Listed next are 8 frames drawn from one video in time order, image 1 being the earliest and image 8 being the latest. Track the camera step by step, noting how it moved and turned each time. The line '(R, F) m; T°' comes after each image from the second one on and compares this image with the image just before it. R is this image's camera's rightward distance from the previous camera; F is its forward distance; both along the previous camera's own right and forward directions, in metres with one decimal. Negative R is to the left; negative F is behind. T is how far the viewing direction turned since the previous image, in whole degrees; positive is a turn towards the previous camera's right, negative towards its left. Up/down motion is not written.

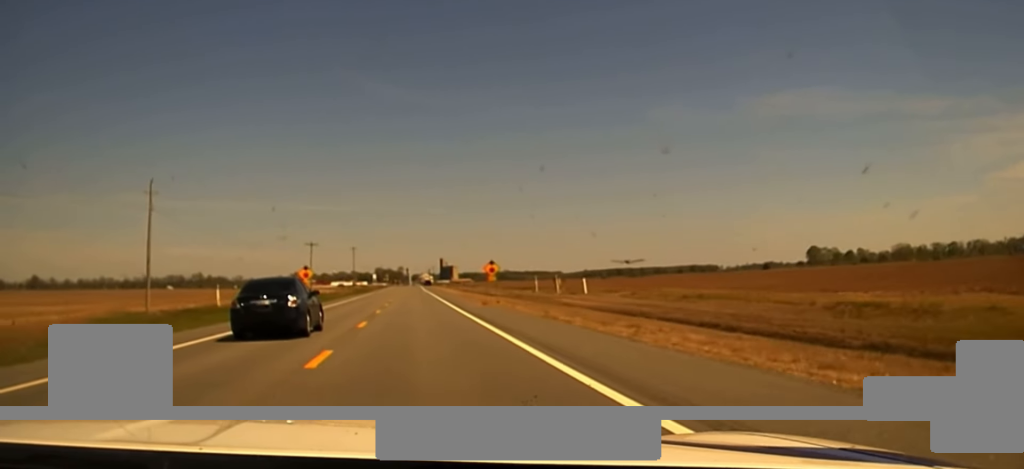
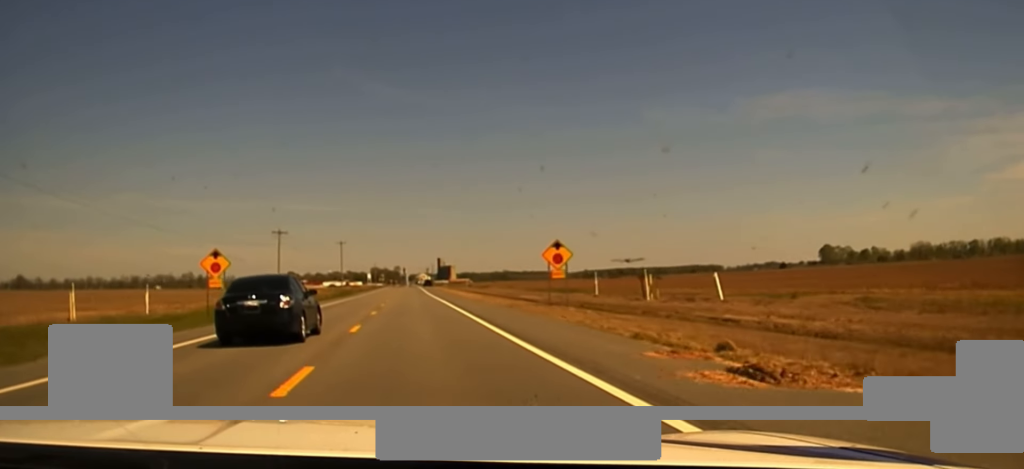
(+0.3, +39.0) m; 0°
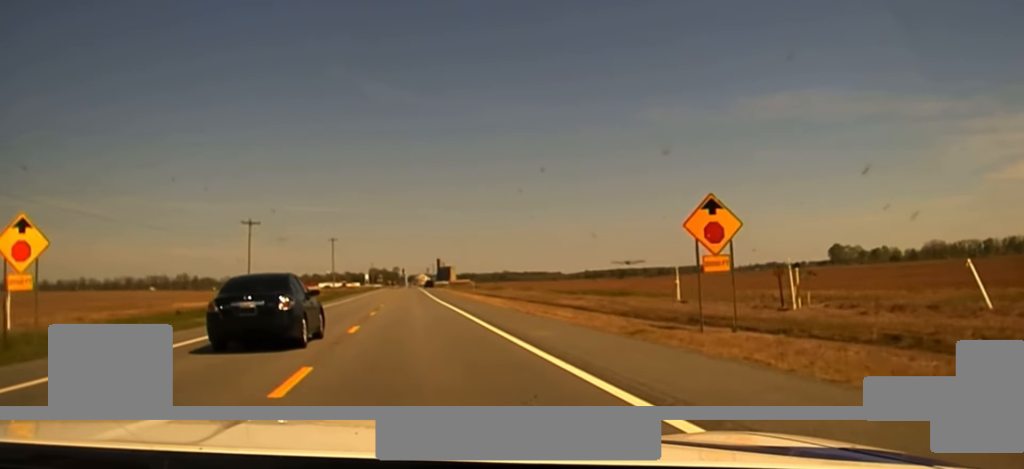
(+0.1, +23.7) m; 0°
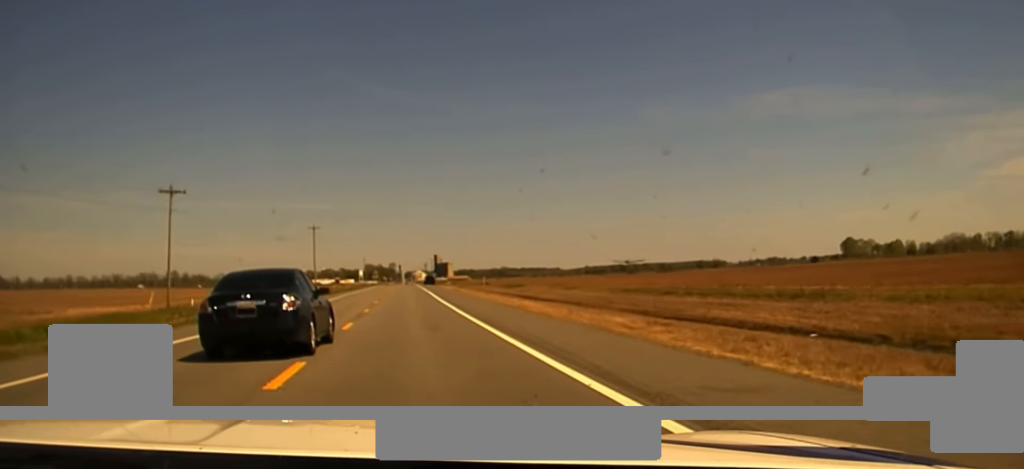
(-0.4, +36.2) m; 0°
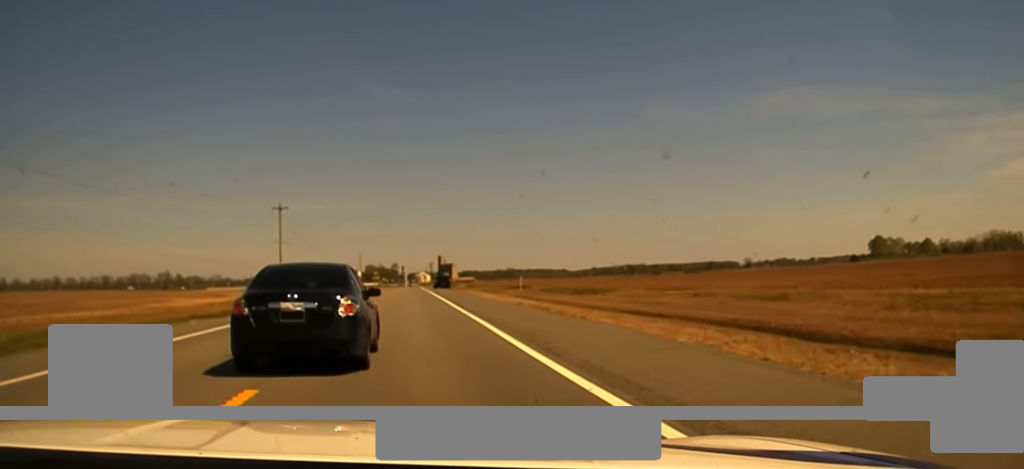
(+0.4, +53.4) m; +1°
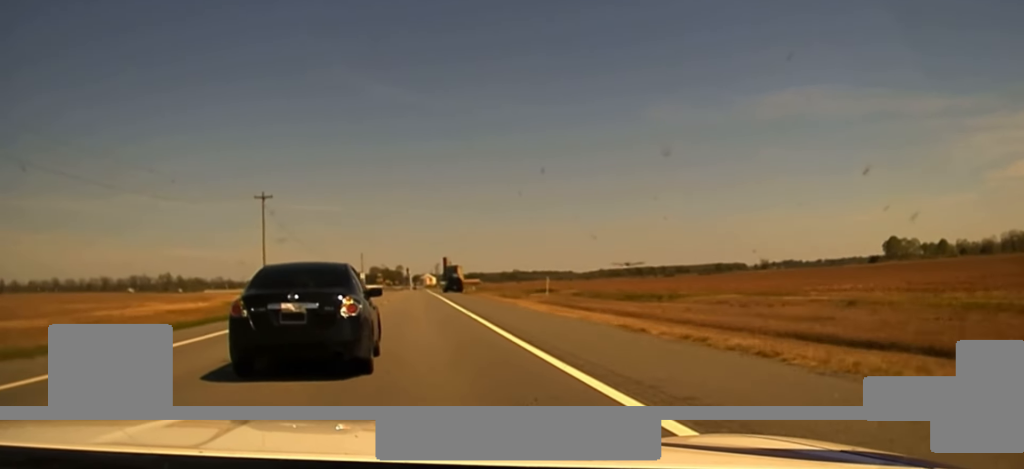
(0.0, +18.5) m; 0°
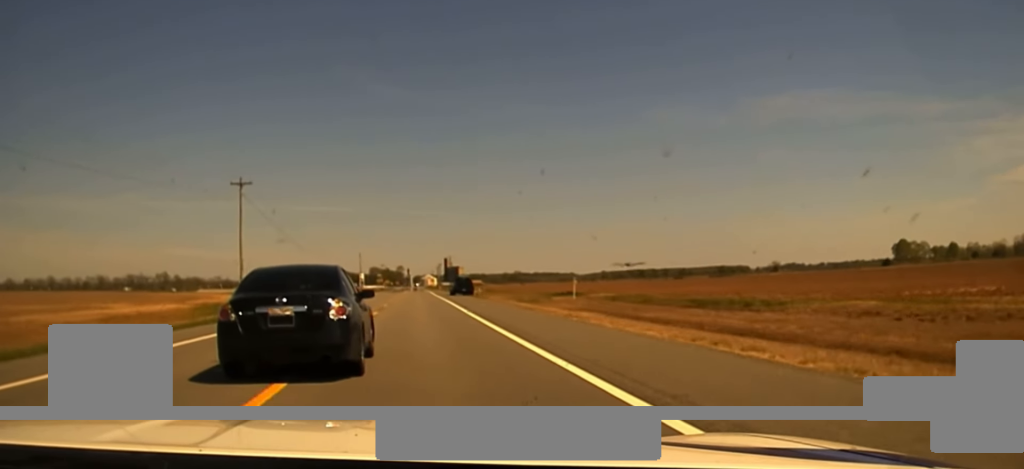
(+0.1, +17.6) m; 0°
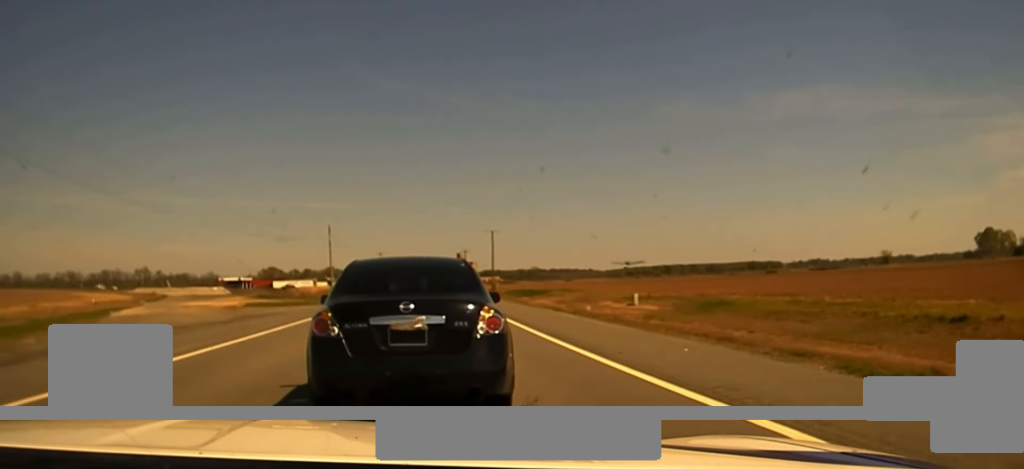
(+0.3, +120.9) m; 0°
